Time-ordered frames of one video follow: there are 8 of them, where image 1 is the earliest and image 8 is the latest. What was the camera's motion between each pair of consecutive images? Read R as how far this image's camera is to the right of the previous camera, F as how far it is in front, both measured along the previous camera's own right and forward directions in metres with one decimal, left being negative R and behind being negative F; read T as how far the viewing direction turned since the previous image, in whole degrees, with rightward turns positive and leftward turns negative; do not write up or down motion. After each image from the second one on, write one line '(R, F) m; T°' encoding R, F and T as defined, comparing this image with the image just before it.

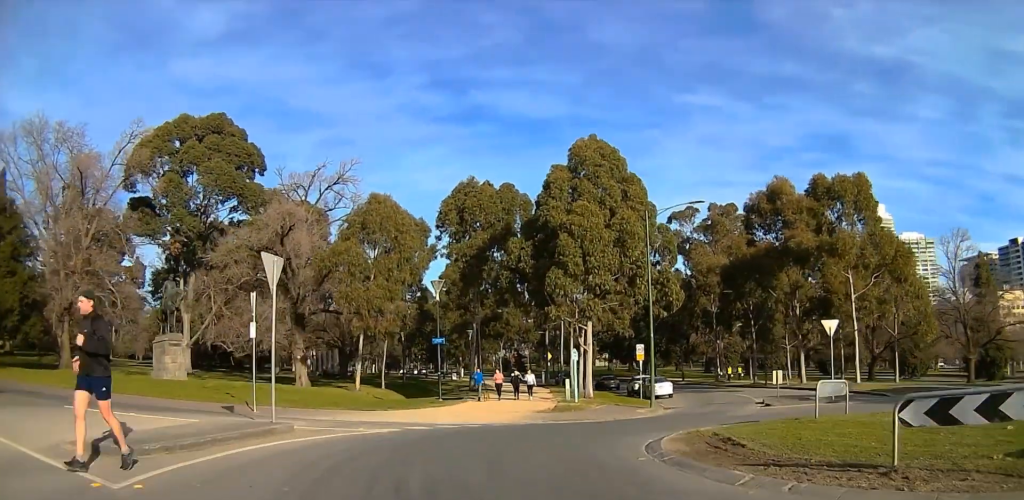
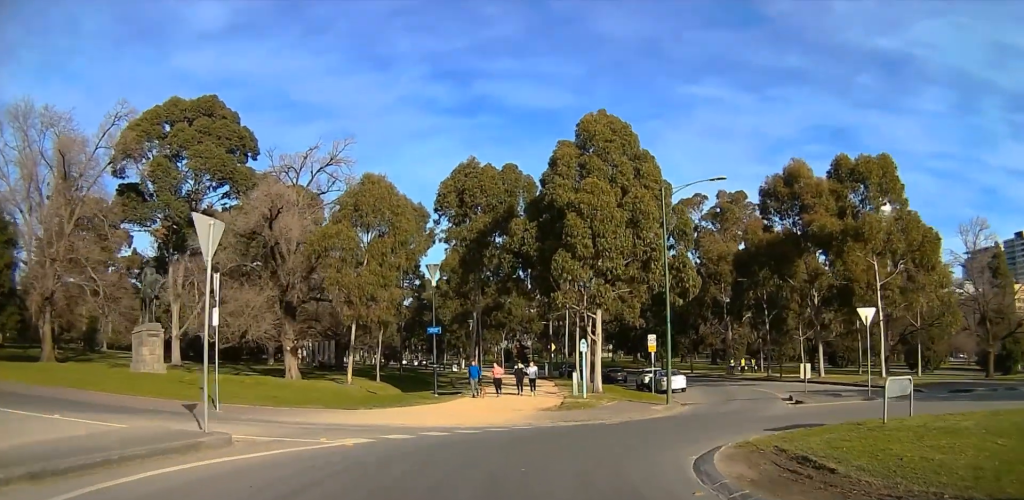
(-0.6, +2.7) m; 0°
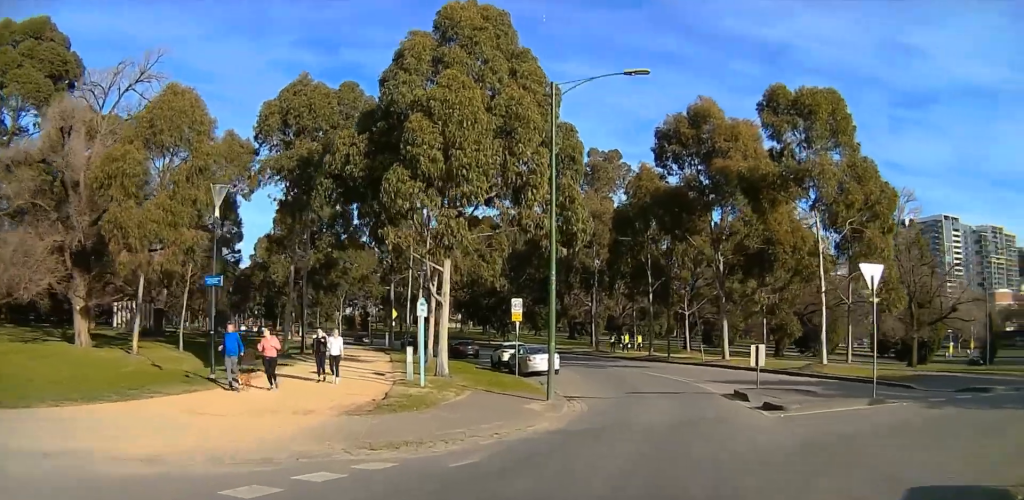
(+2.0, +9.7) m; +16°
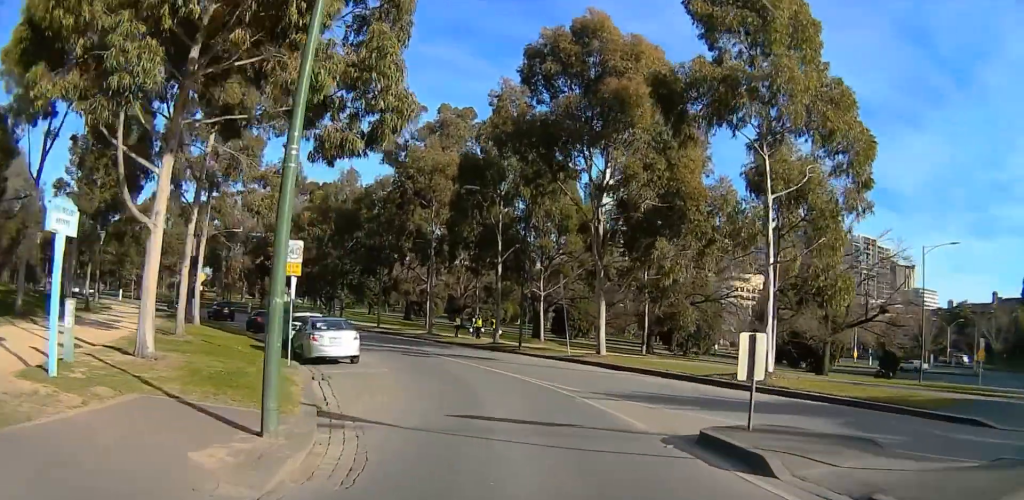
(+0.4, +10.4) m; +2°
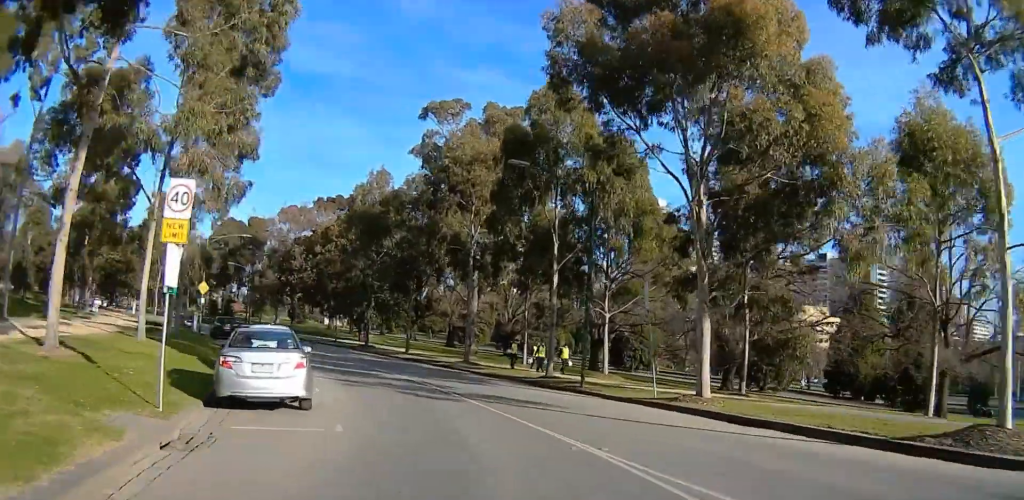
(0.0, +8.7) m; -3°
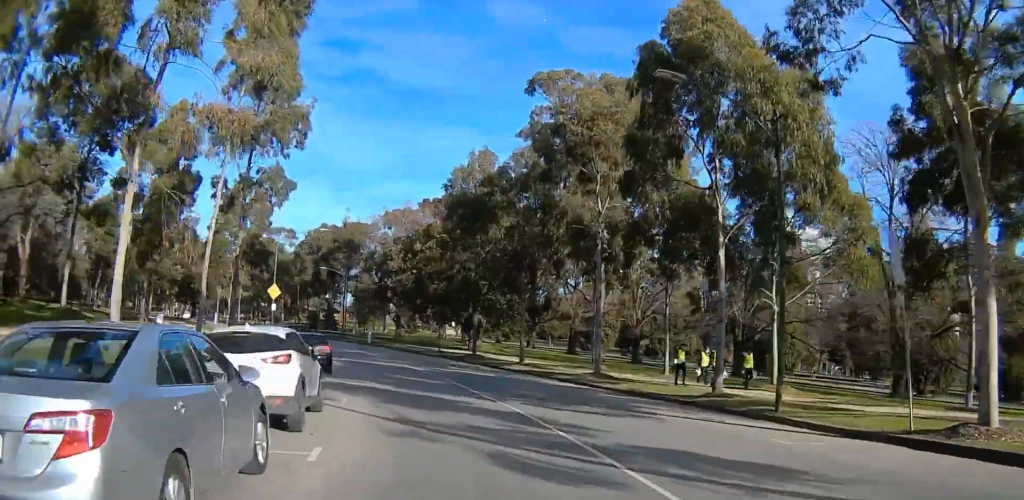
(-0.4, +8.4) m; -4°
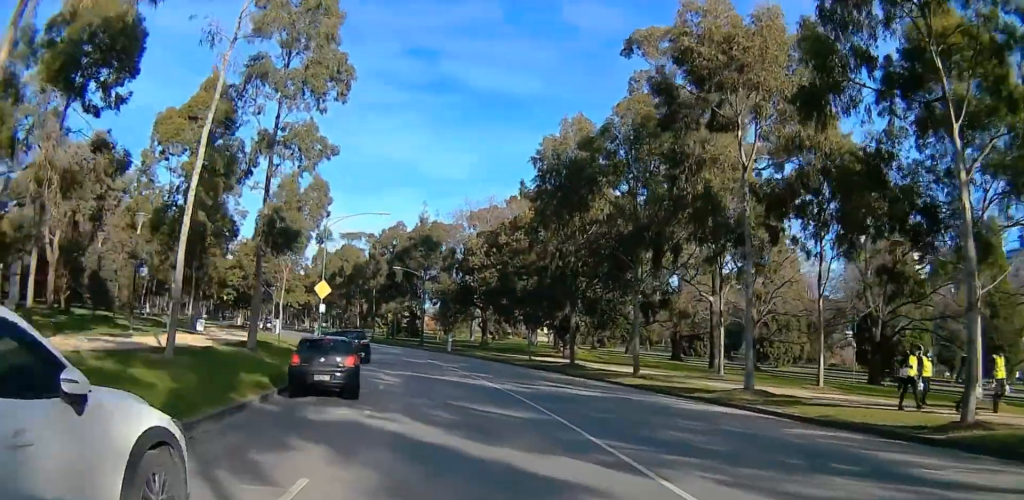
(-0.2, +8.9) m; -7°
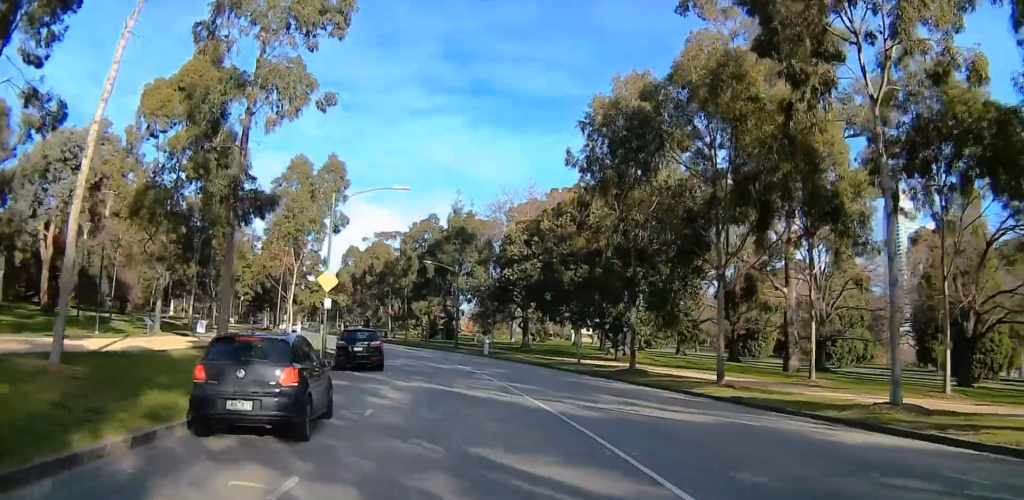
(-0.2, +6.7) m; -11°
